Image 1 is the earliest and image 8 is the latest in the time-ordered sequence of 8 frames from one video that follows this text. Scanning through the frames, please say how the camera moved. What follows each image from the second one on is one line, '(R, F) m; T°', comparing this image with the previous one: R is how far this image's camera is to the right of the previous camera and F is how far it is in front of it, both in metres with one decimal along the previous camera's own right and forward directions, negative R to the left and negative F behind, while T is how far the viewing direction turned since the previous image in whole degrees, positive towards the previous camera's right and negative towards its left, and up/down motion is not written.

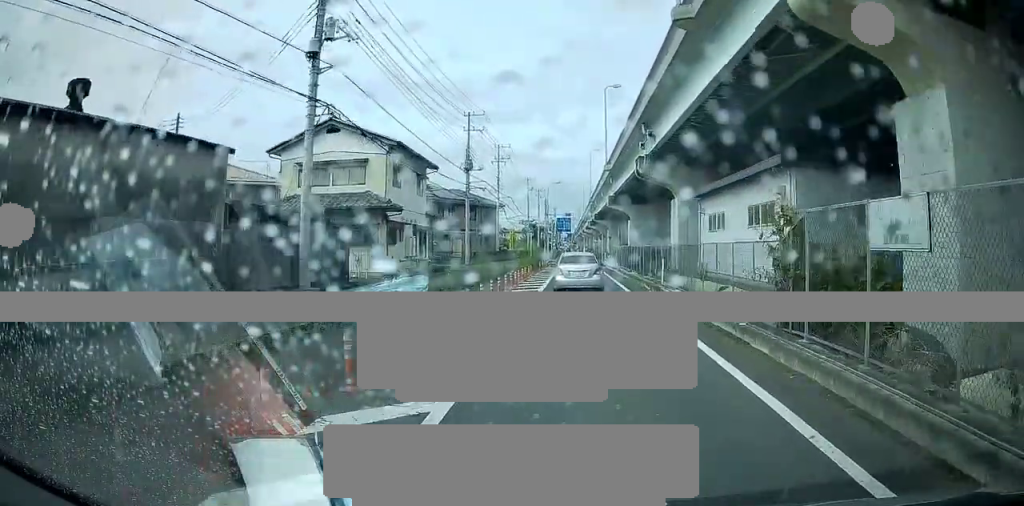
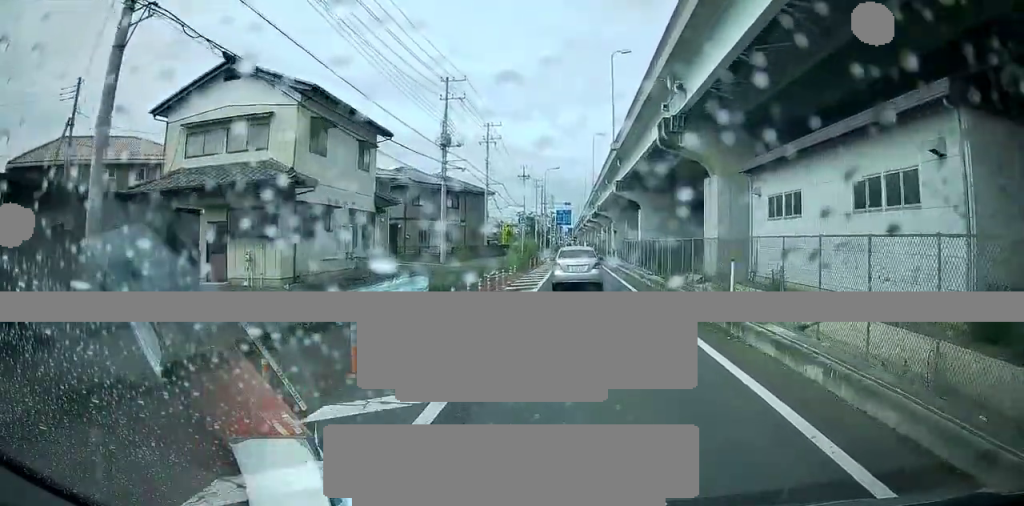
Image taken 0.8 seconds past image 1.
(-0.2, +9.2) m; 0°
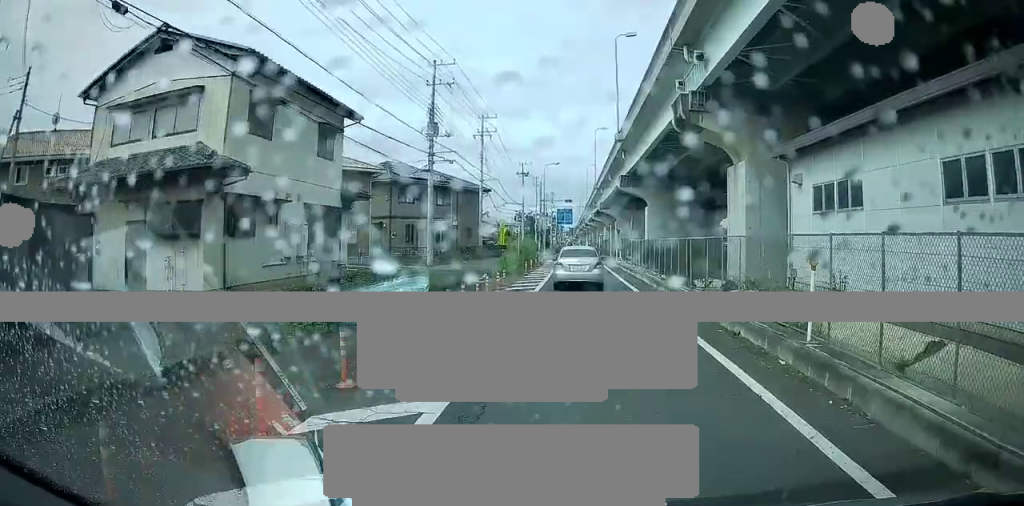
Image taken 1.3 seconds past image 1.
(+0.2, +5.9) m; 0°
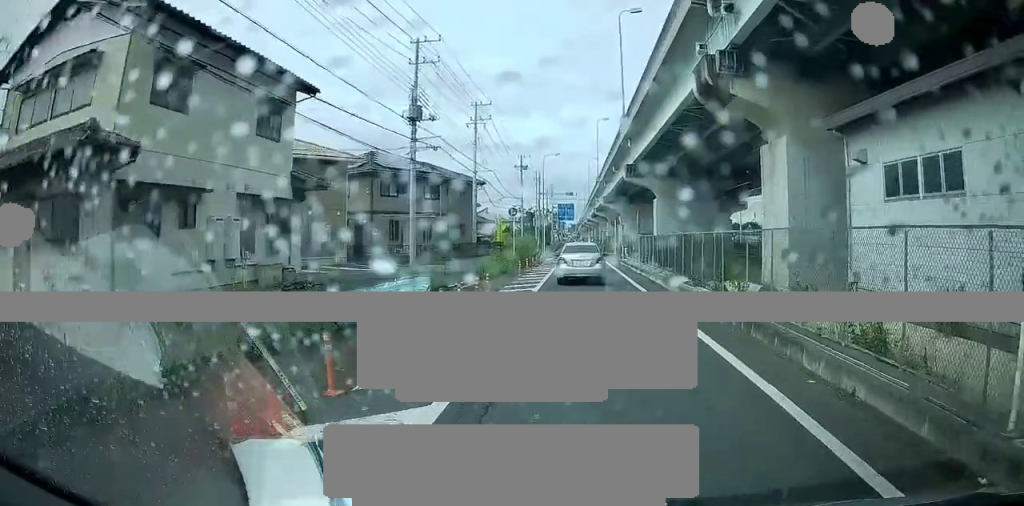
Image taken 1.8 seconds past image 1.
(+0.1, +5.4) m; 0°
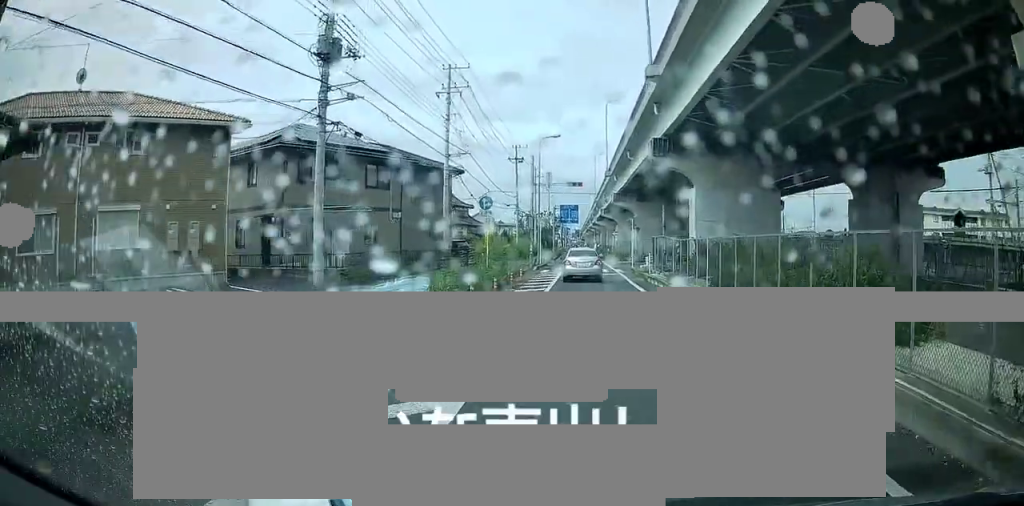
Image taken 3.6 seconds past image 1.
(-0.2, +18.3) m; -1°
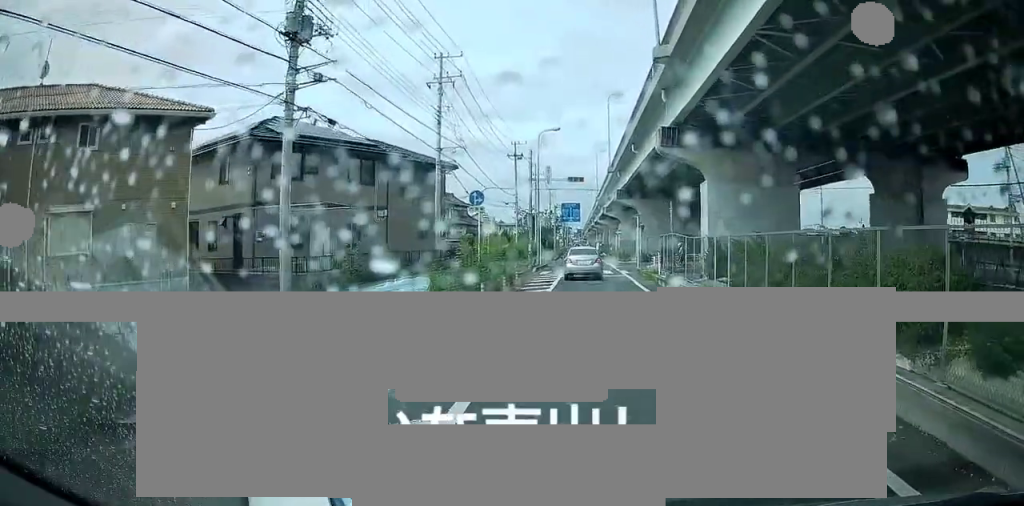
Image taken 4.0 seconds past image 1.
(-0.1, +3.0) m; -1°
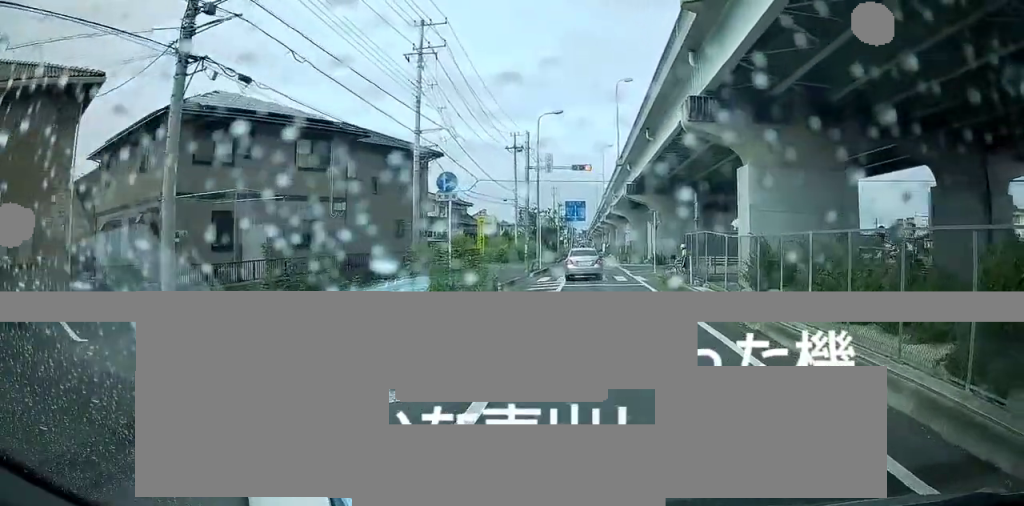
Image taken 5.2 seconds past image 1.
(-0.2, +8.5) m; +1°
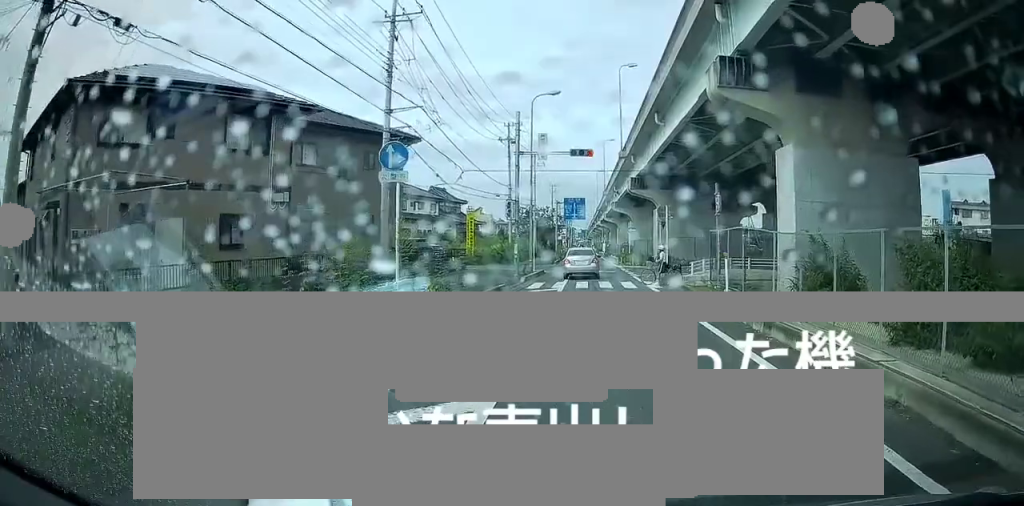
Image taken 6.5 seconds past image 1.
(+0.2, +7.0) m; +2°
